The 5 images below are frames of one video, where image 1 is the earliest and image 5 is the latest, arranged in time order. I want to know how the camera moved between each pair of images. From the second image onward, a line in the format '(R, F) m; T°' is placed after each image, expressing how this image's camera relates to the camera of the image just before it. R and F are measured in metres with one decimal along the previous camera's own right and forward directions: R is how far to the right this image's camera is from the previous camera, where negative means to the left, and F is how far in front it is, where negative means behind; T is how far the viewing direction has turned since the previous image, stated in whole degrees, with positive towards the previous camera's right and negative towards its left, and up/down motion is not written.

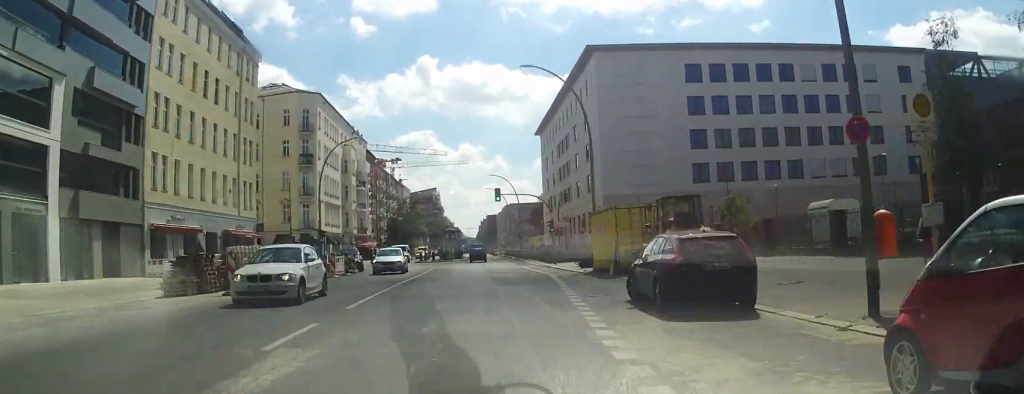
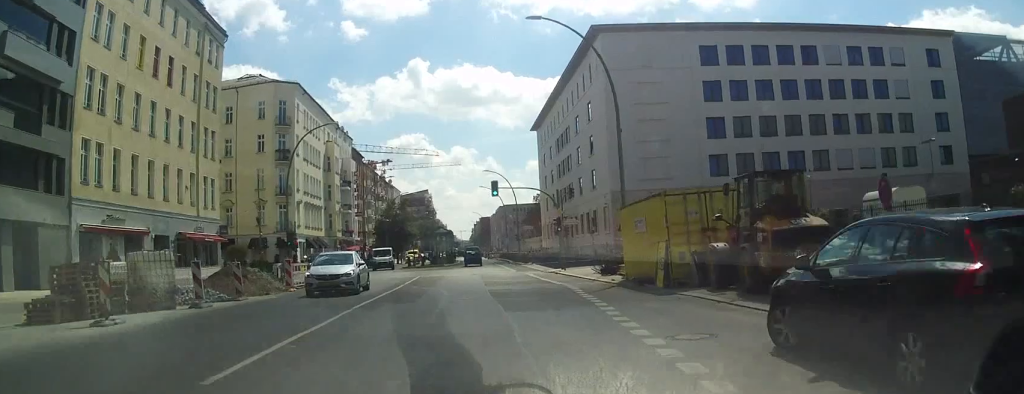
(0.0, +7.8) m; 0°
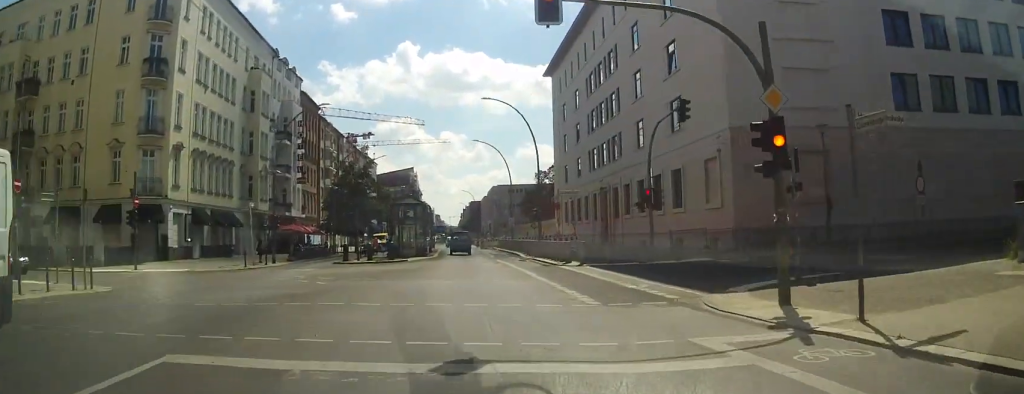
(+0.3, +32.5) m; 0°
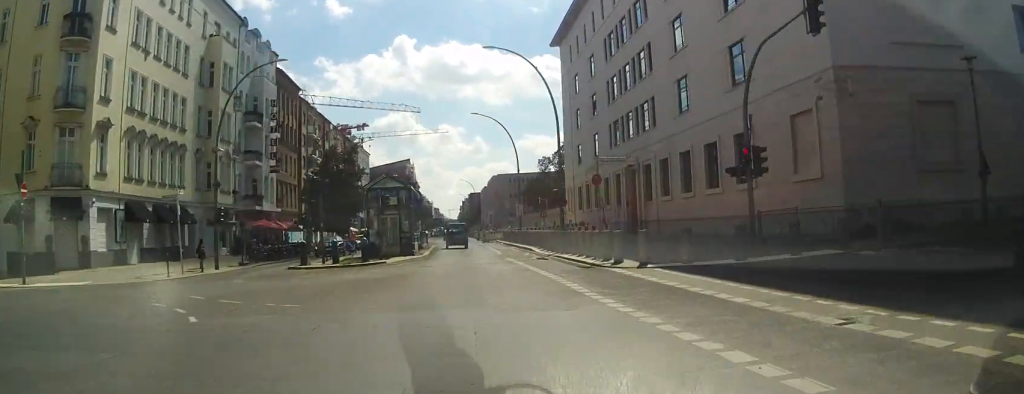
(0.0, +10.7) m; 0°
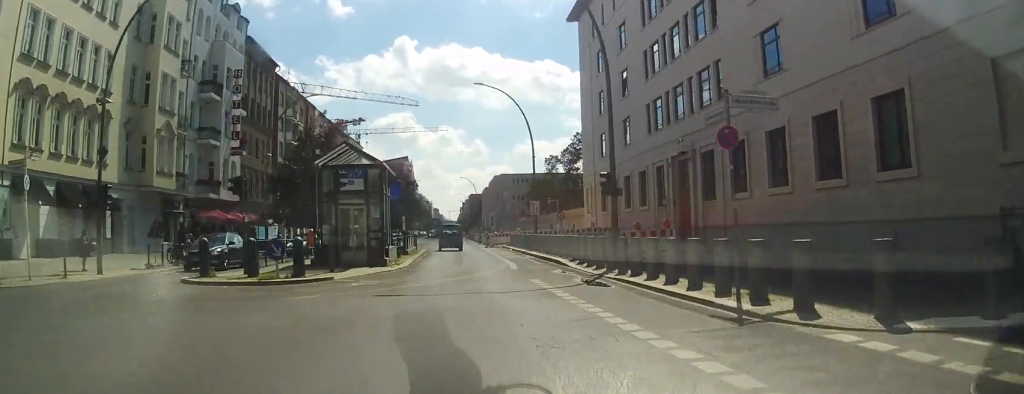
(+0.1, +12.2) m; +1°
